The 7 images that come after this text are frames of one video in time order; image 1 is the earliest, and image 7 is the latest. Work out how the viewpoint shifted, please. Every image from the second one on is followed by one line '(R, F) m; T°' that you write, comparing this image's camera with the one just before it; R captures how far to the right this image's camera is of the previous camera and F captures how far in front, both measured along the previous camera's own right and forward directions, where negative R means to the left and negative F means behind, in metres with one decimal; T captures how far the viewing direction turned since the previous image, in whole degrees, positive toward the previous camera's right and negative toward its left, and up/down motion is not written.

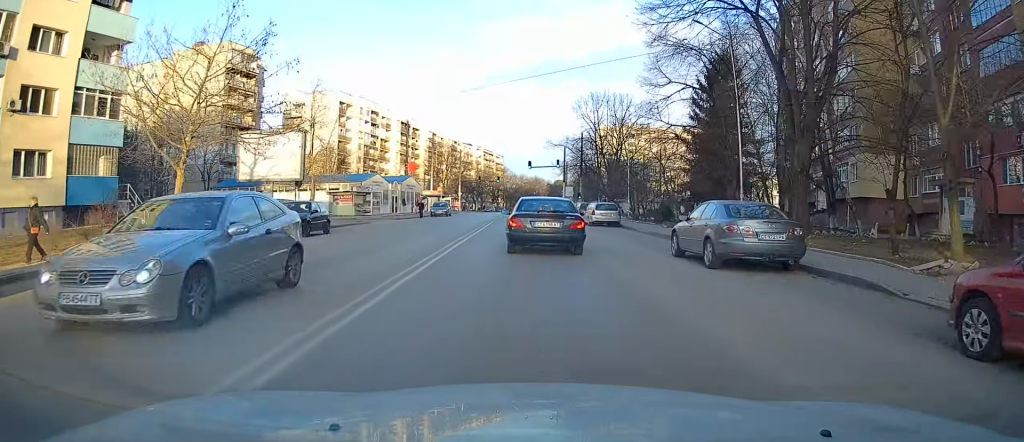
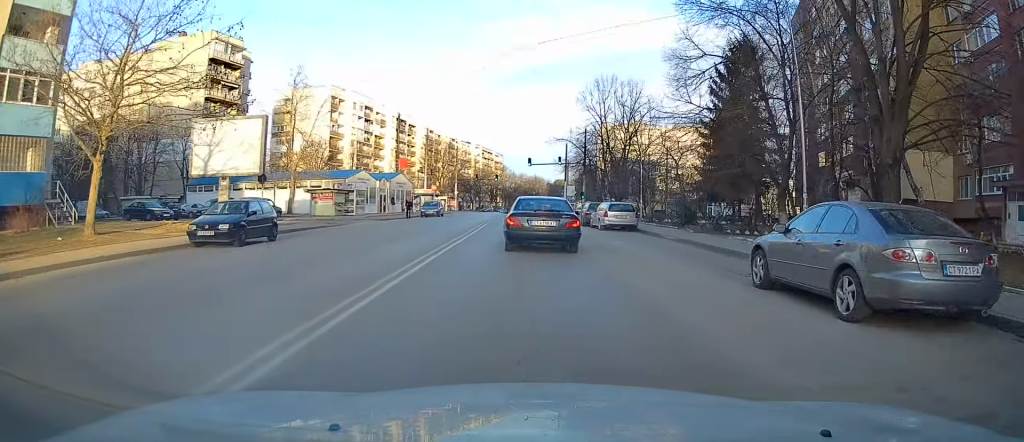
(-0.1, +5.3) m; 0°
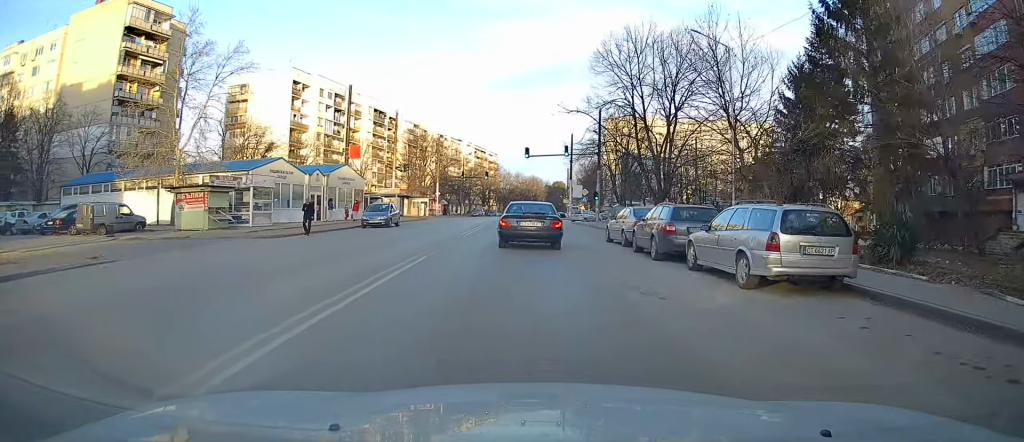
(-0.2, +18.9) m; -1°
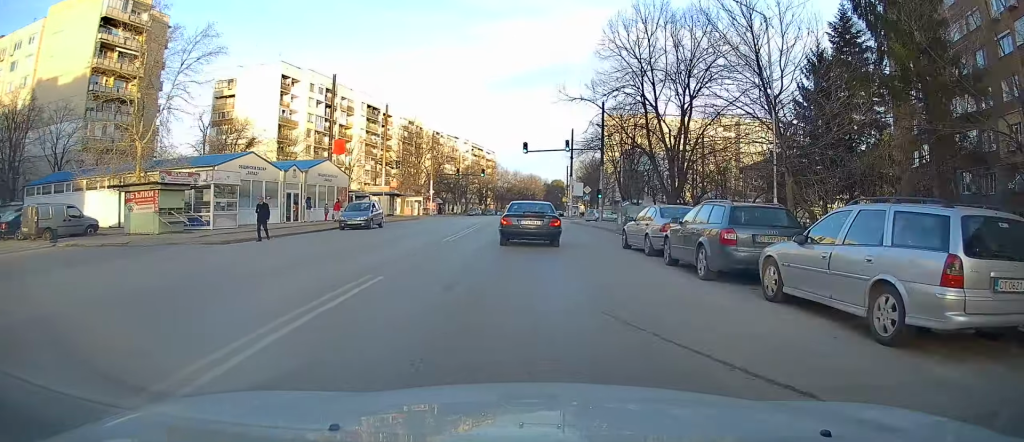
(-0.1, +4.0) m; +1°
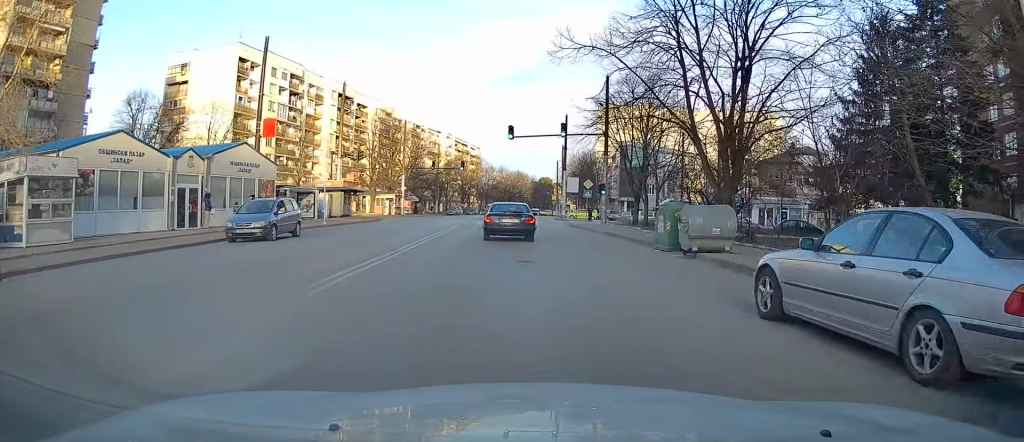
(+0.5, +11.4) m; +4°
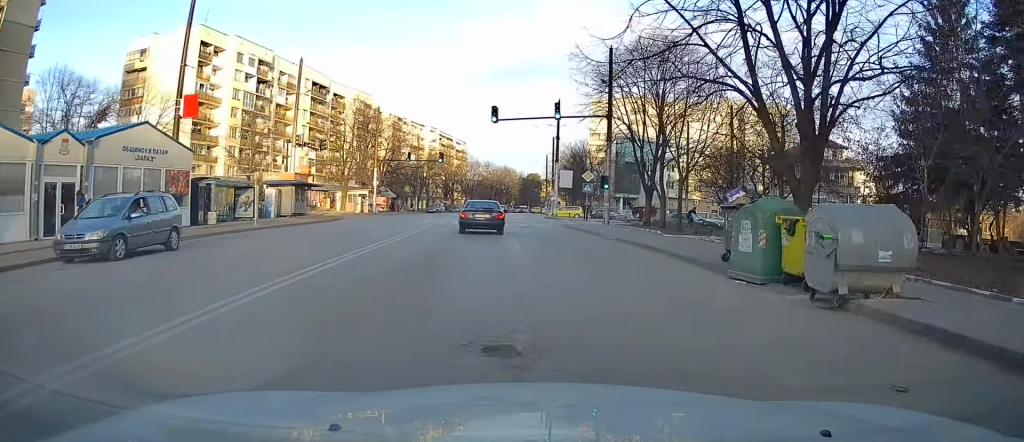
(0.0, +8.4) m; 0°
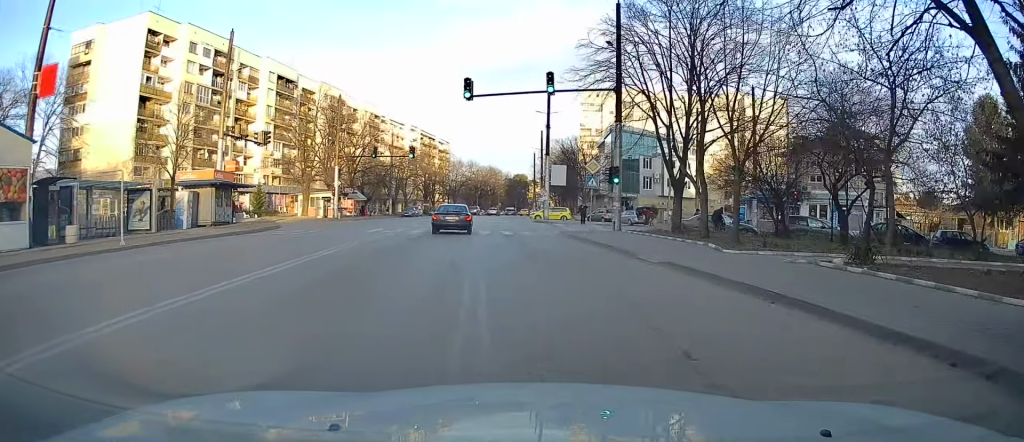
(0.0, +9.8) m; +2°
